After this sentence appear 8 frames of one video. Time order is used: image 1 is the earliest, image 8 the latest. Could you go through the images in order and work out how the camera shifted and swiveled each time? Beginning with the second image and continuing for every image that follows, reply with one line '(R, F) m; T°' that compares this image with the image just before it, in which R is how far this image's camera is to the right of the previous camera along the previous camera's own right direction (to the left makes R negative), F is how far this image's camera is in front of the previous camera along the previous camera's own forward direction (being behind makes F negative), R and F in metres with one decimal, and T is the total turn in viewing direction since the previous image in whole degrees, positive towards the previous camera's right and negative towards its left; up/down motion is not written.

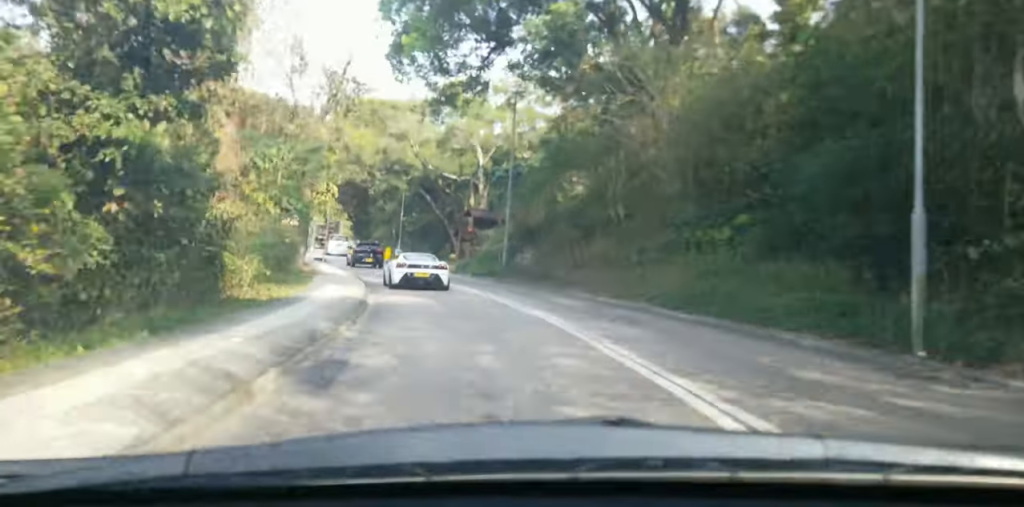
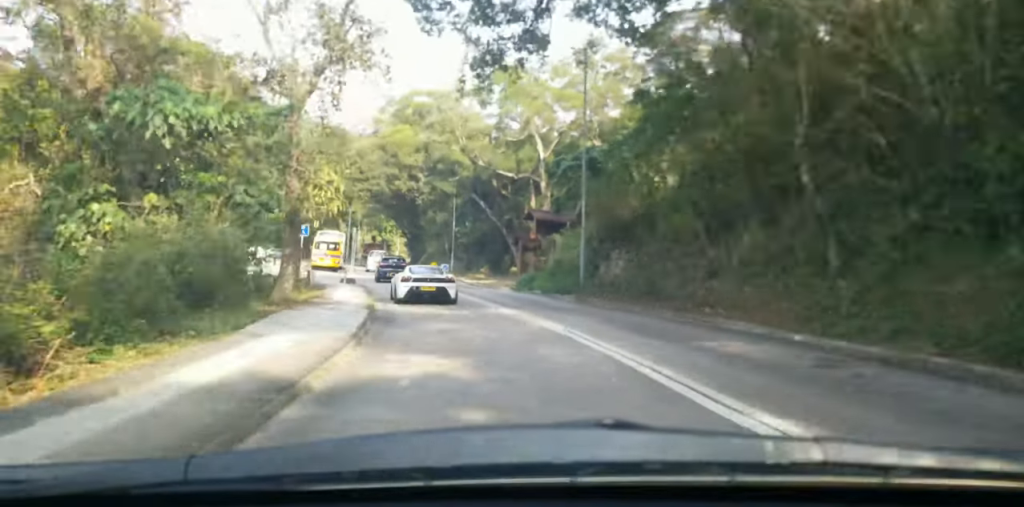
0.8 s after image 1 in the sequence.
(-0.4, +10.6) m; -10°
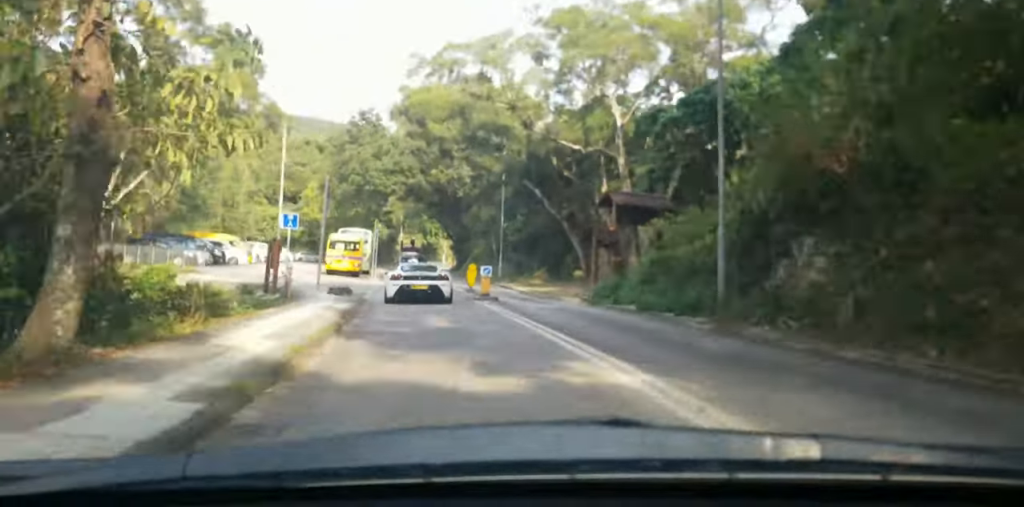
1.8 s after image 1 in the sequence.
(-1.8, +12.7) m; -10°
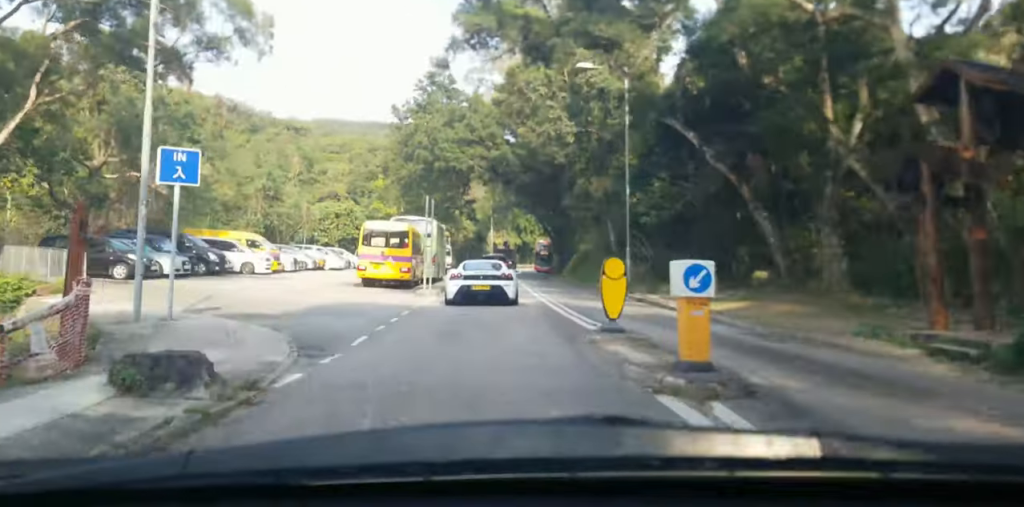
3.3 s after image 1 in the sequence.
(-1.3, +20.3) m; -6°
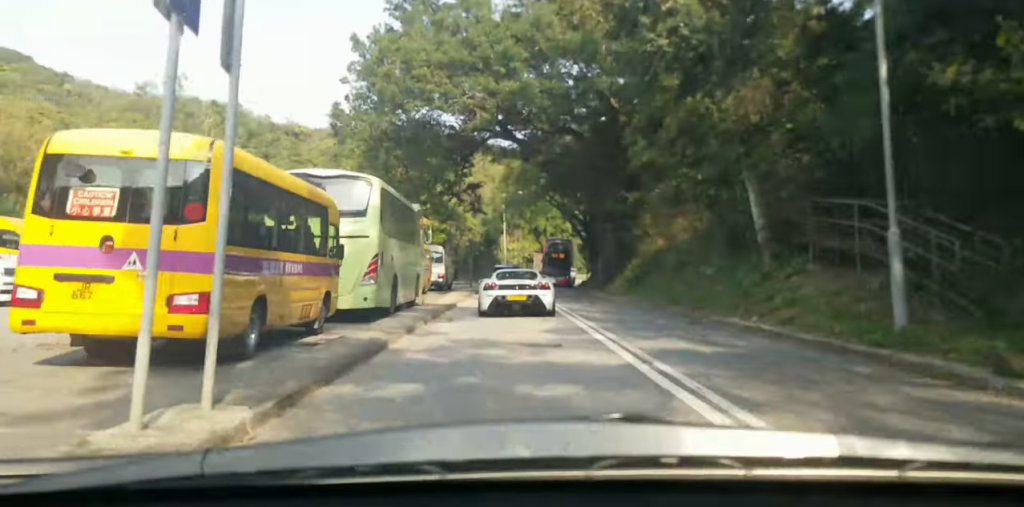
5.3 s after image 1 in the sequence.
(-0.6, +24.3) m; 0°
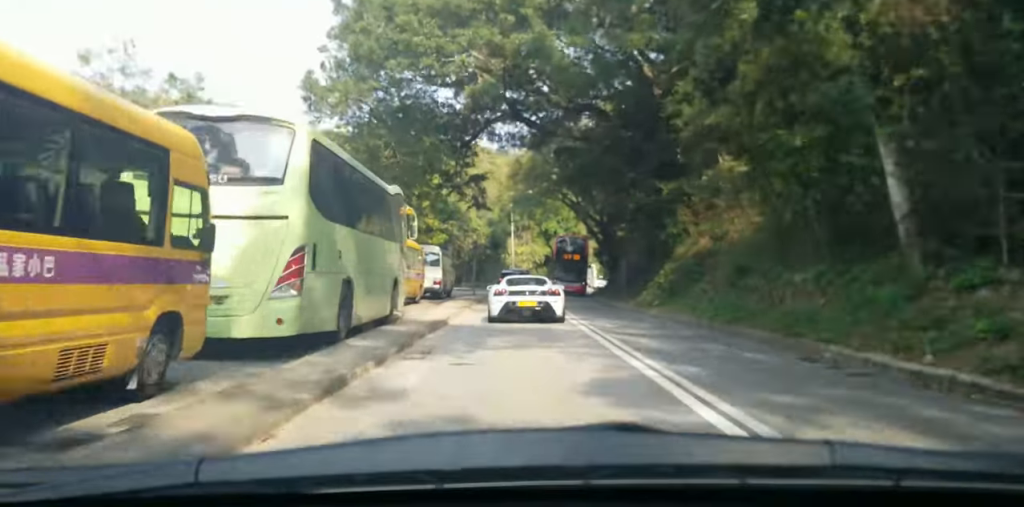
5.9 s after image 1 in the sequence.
(+0.1, +7.3) m; +1°
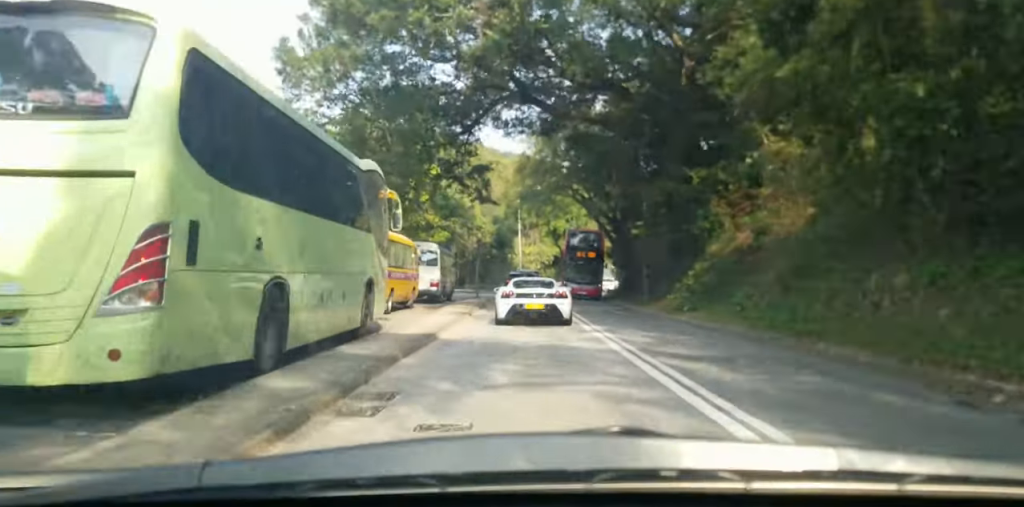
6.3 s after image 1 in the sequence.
(+0.1, +4.4) m; +1°
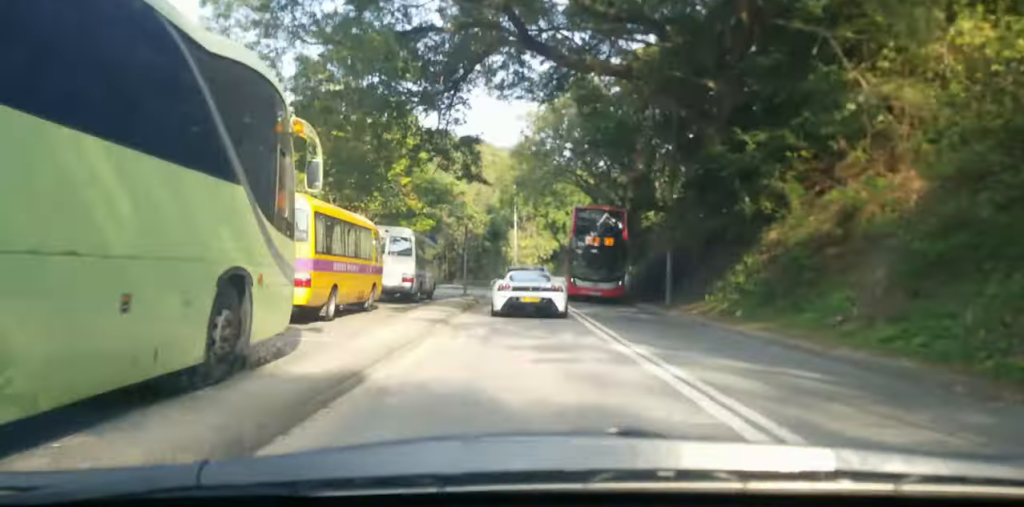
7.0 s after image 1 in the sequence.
(+0.1, +7.4) m; +1°
